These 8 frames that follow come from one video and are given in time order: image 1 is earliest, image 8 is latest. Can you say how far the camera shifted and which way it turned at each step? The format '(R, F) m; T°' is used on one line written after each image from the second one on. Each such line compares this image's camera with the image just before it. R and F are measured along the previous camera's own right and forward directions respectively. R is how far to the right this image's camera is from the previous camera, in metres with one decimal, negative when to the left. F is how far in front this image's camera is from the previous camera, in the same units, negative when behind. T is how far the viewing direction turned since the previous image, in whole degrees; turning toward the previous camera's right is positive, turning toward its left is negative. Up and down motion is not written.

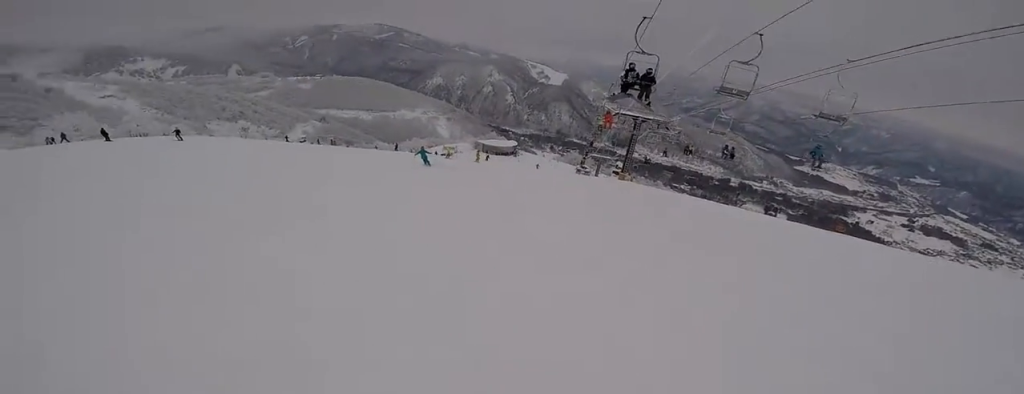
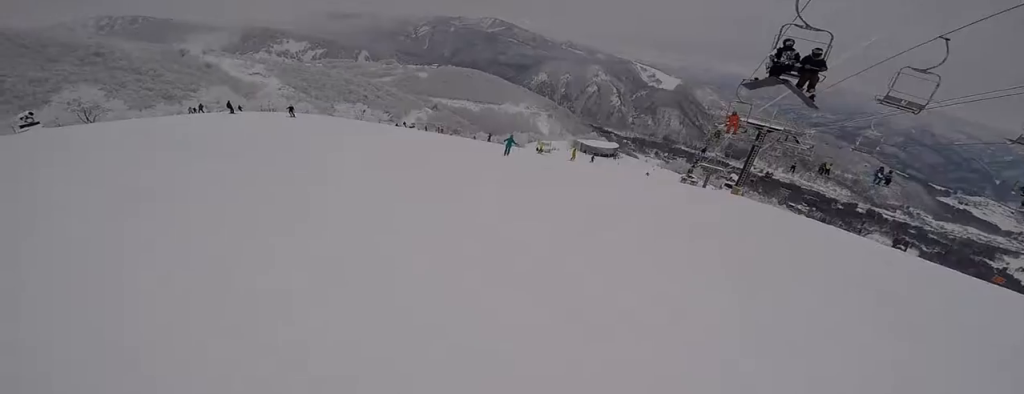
(+0.3, +2.3) m; -11°
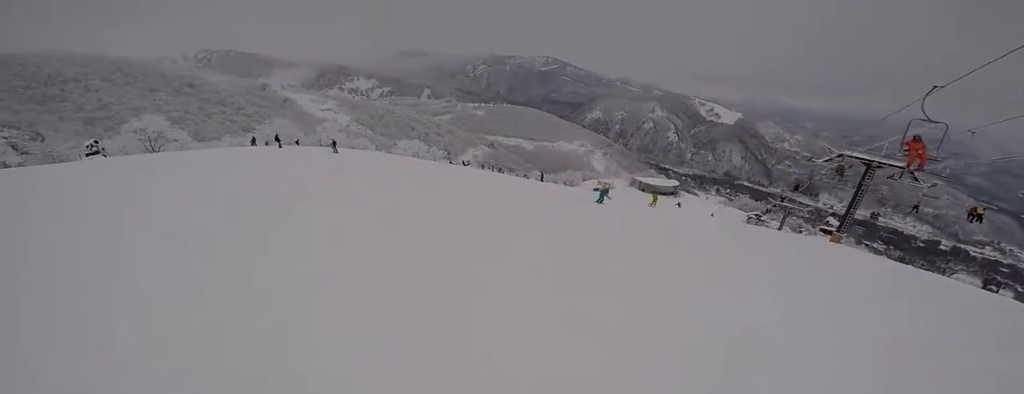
(-1.4, +5.3) m; -5°
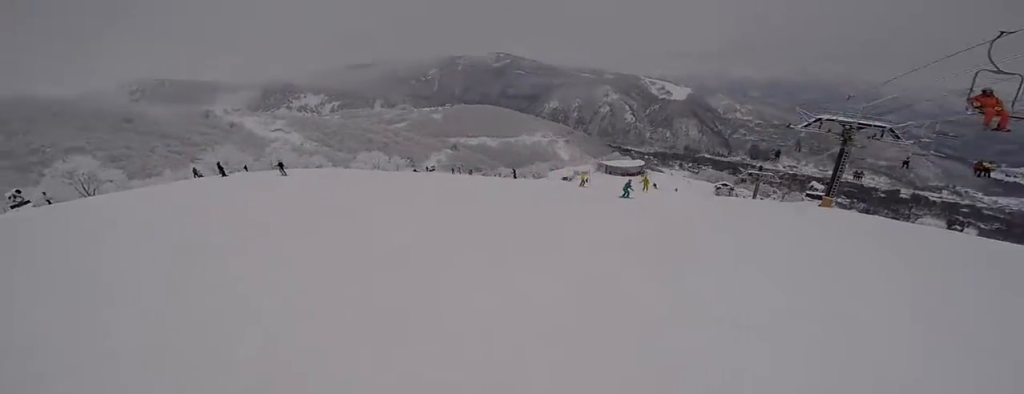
(+0.4, +2.9) m; +12°
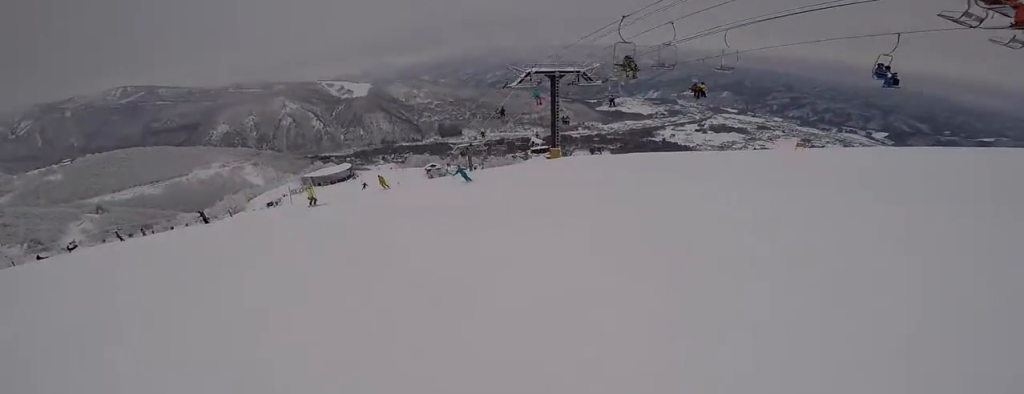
(+1.9, +6.8) m; +25°
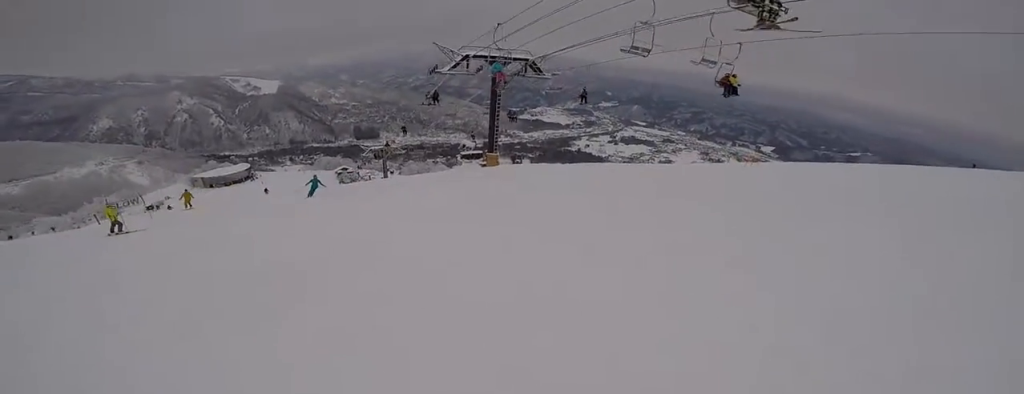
(+0.9, +8.0) m; 0°
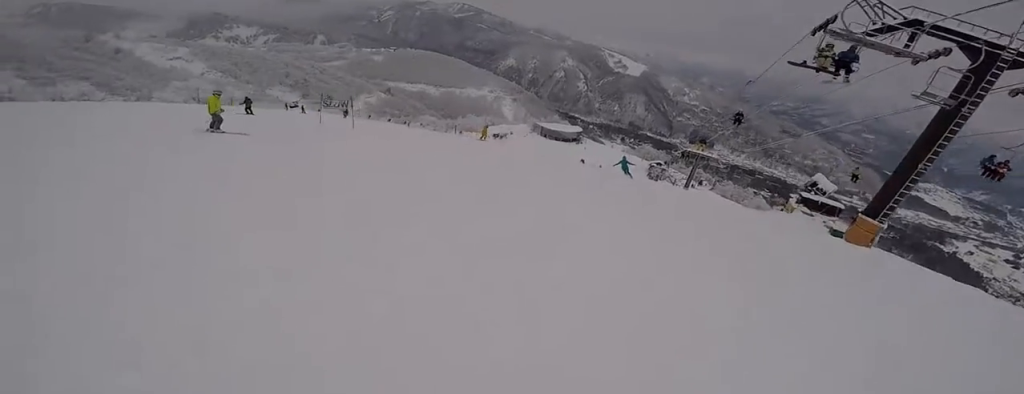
(-1.7, +12.2) m; -16°
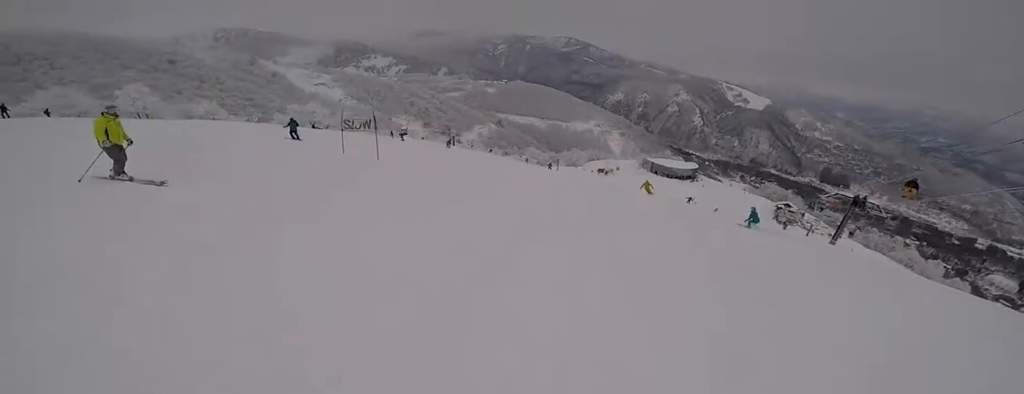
(-0.9, +7.7) m; -3°
